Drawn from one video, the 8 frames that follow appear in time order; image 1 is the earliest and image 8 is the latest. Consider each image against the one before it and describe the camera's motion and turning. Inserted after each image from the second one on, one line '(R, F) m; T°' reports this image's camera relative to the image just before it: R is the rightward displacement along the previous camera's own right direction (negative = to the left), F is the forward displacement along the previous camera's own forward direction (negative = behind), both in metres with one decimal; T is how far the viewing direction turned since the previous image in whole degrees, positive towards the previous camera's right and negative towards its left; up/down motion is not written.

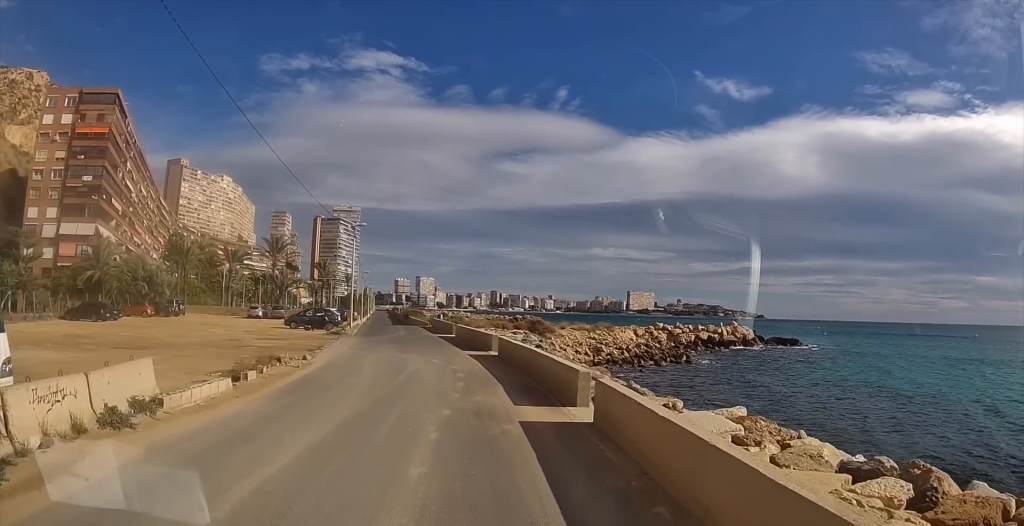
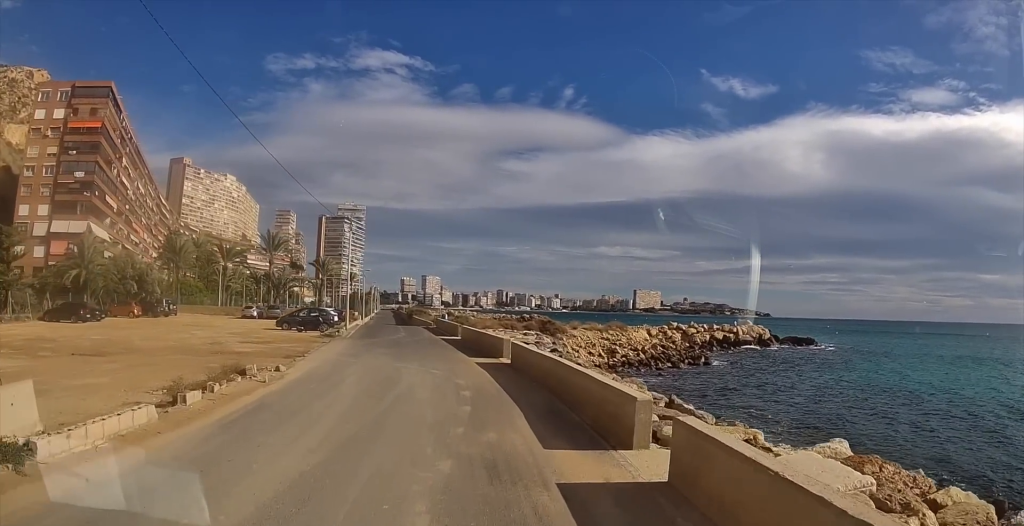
(+0.2, +3.8) m; -1°
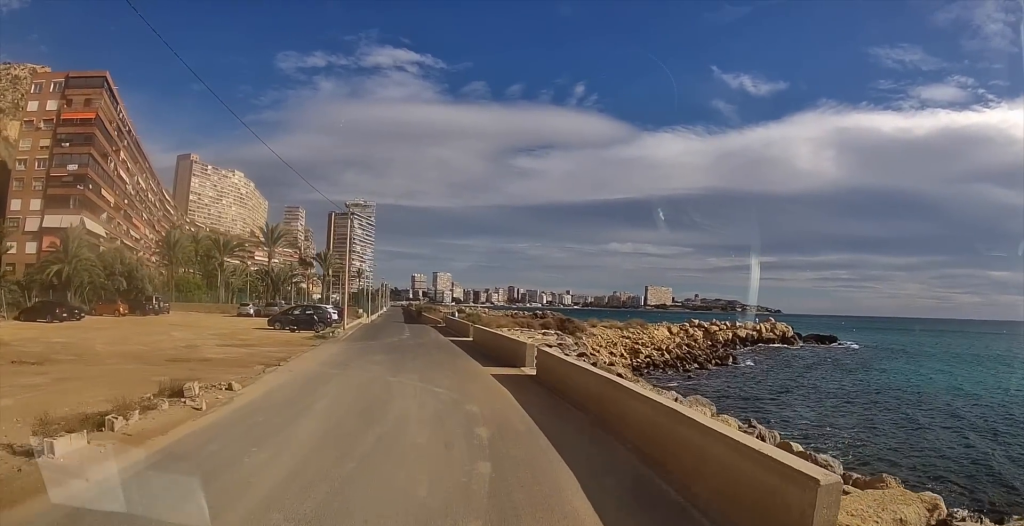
(-0.2, +4.0) m; 0°
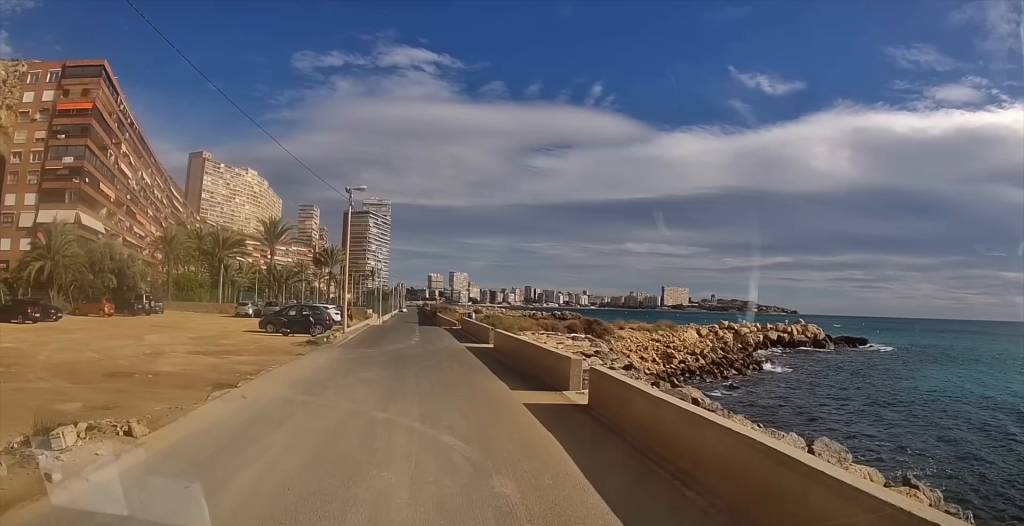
(+0.2, +4.8) m; -1°
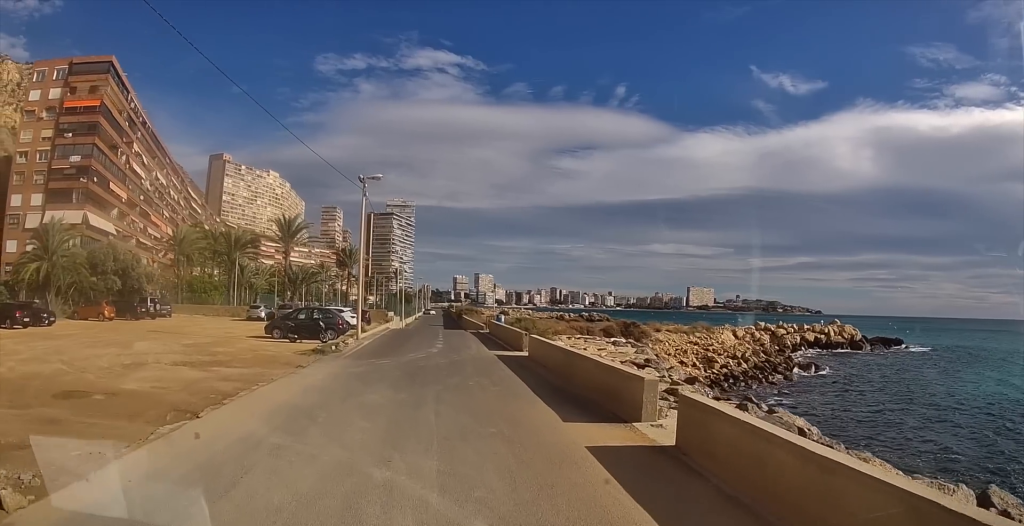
(-0.1, +3.6) m; -4°
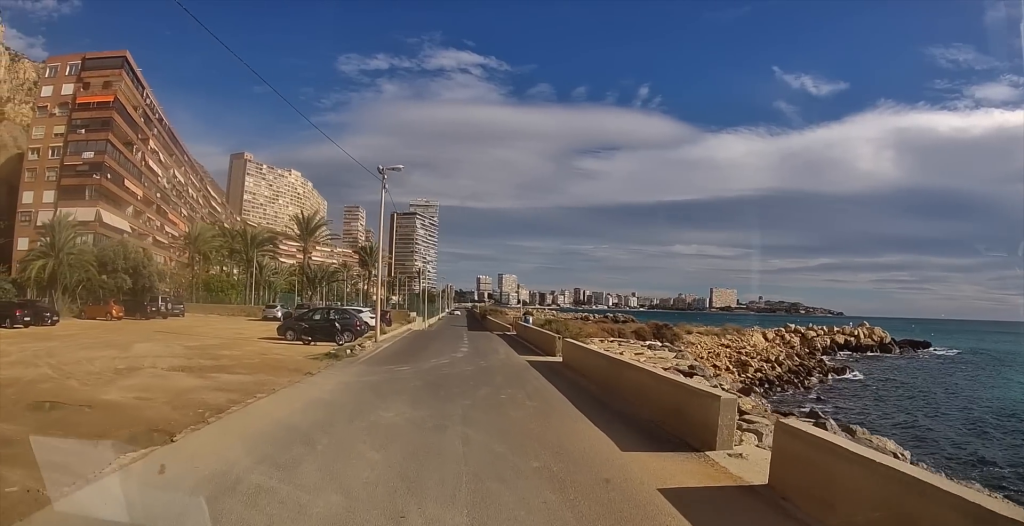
(0.0, +2.0) m; -4°
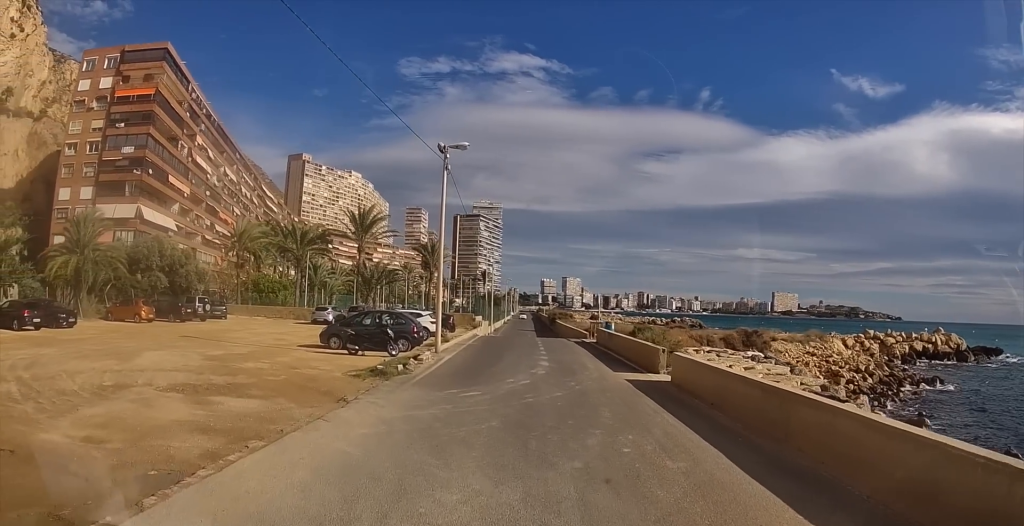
(-0.2, +4.3) m; -4°
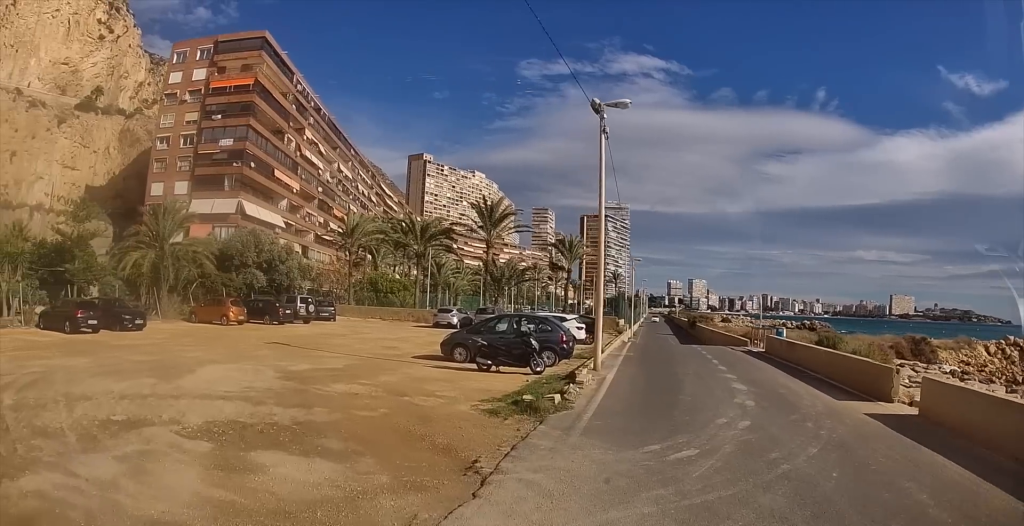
(-0.3, +5.8) m; -10°
